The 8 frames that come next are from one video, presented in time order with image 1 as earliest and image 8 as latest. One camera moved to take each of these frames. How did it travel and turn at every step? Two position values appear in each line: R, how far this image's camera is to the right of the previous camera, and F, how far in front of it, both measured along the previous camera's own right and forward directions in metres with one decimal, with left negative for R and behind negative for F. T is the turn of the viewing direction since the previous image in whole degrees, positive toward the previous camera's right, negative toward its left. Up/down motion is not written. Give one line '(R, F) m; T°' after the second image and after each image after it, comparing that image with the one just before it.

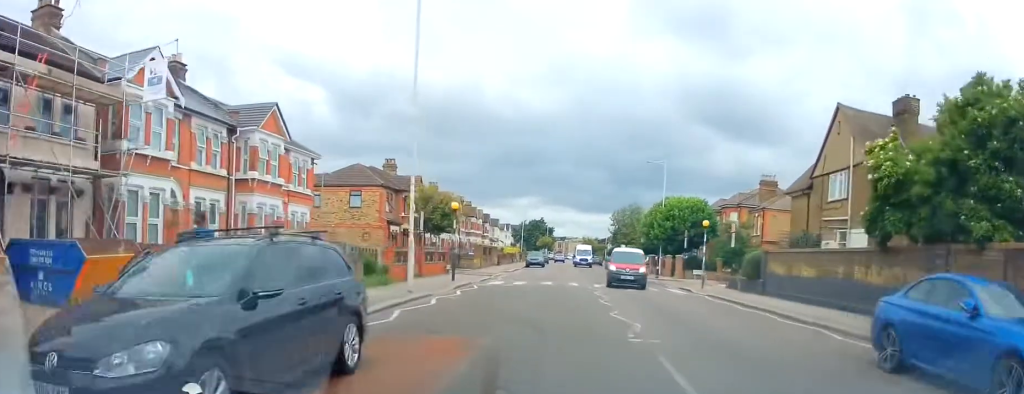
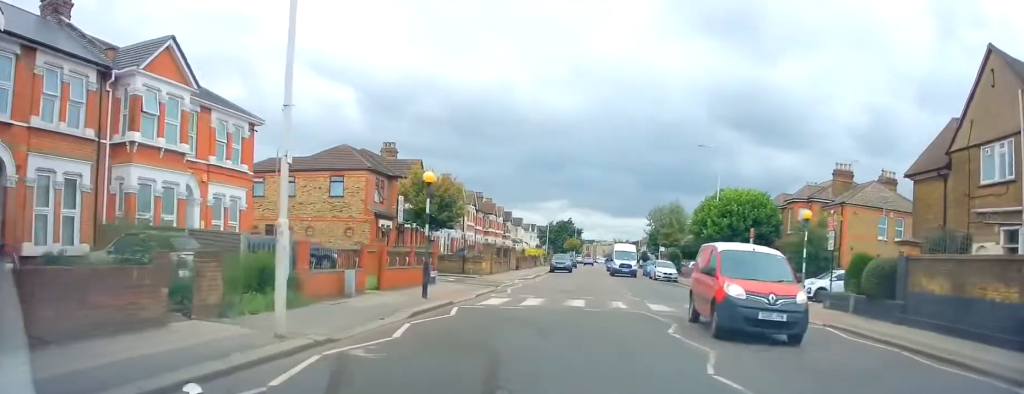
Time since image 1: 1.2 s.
(-0.1, +10.6) m; -3°
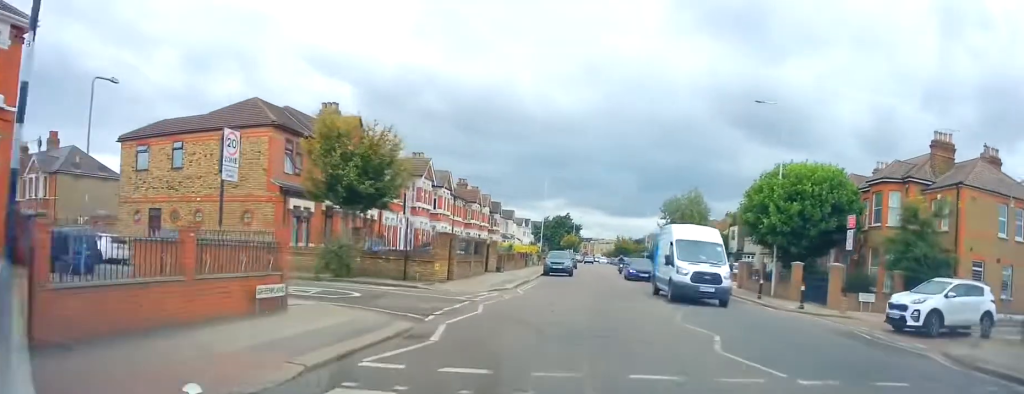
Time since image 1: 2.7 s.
(-0.2, +14.1) m; +2°
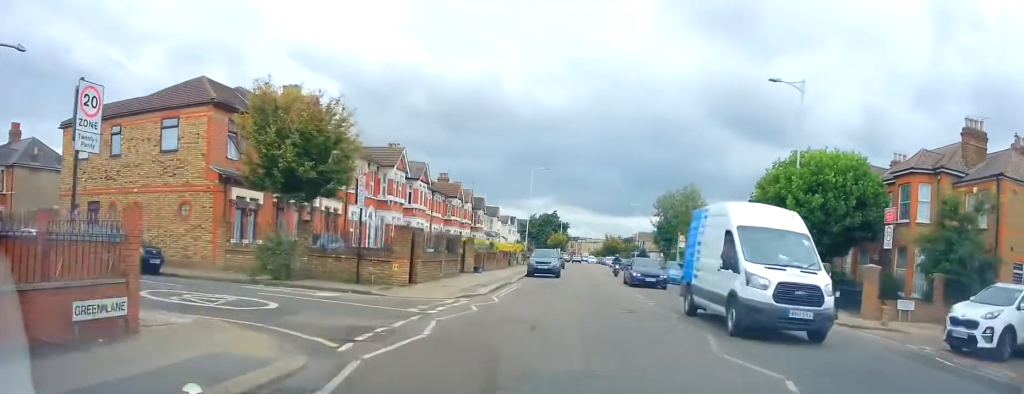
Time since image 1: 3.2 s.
(+0.1, +4.5) m; +2°
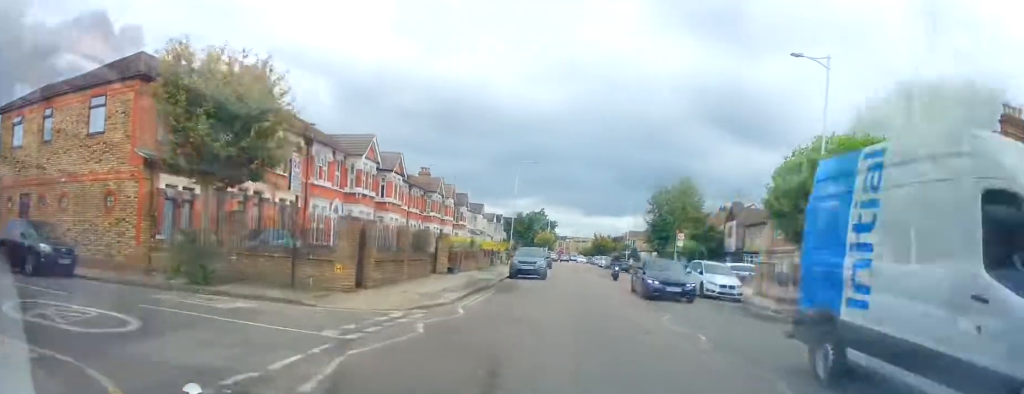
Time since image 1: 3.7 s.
(+0.1, +4.8) m; +1°
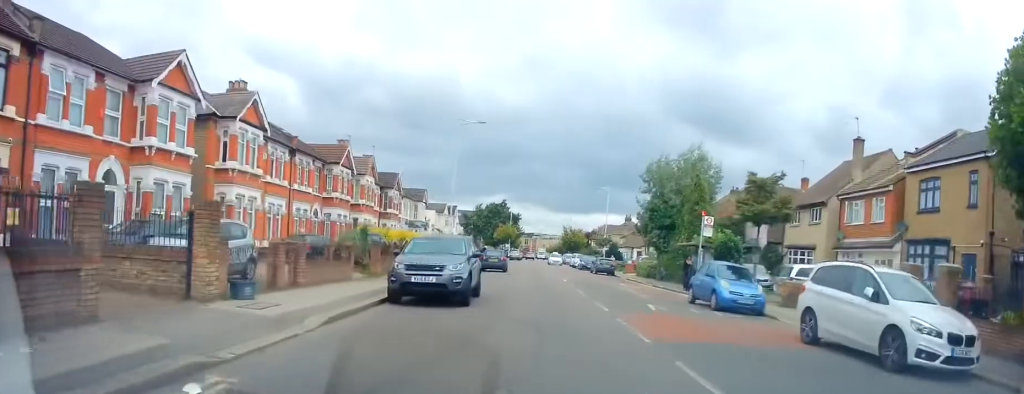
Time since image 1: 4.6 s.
(+0.1, +10.1) m; 0°
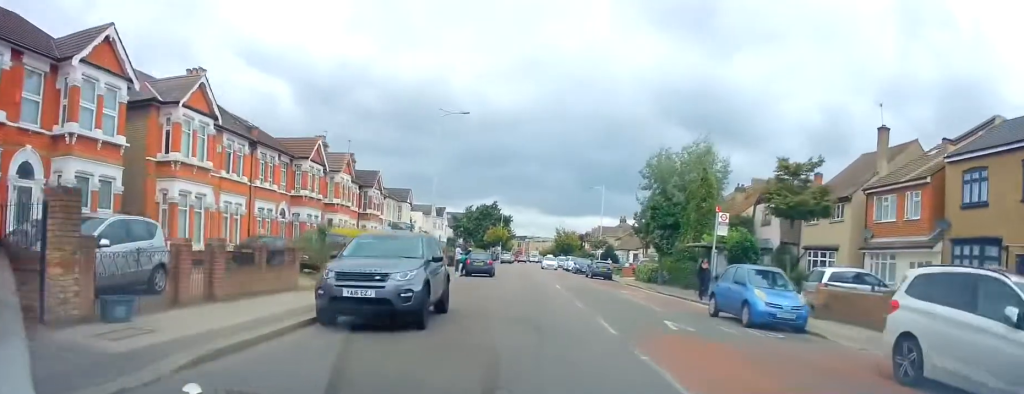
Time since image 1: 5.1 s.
(-0.1, +4.3) m; 0°
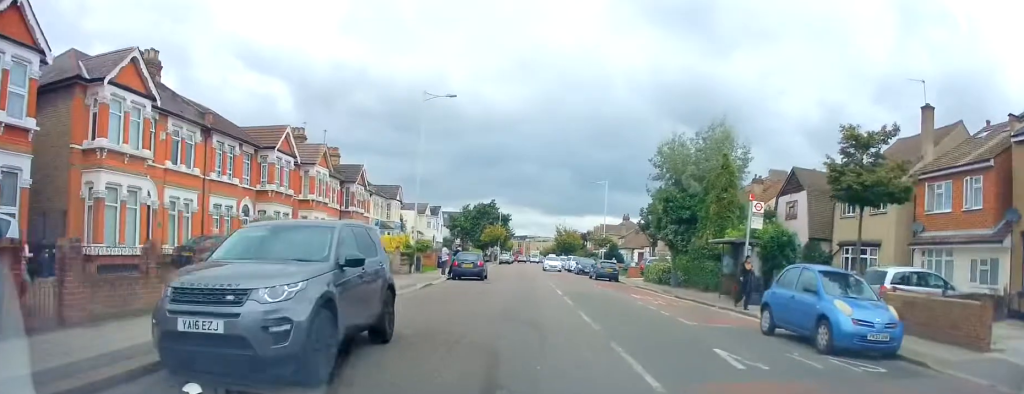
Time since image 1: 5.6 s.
(0.0, +4.9) m; 0°
